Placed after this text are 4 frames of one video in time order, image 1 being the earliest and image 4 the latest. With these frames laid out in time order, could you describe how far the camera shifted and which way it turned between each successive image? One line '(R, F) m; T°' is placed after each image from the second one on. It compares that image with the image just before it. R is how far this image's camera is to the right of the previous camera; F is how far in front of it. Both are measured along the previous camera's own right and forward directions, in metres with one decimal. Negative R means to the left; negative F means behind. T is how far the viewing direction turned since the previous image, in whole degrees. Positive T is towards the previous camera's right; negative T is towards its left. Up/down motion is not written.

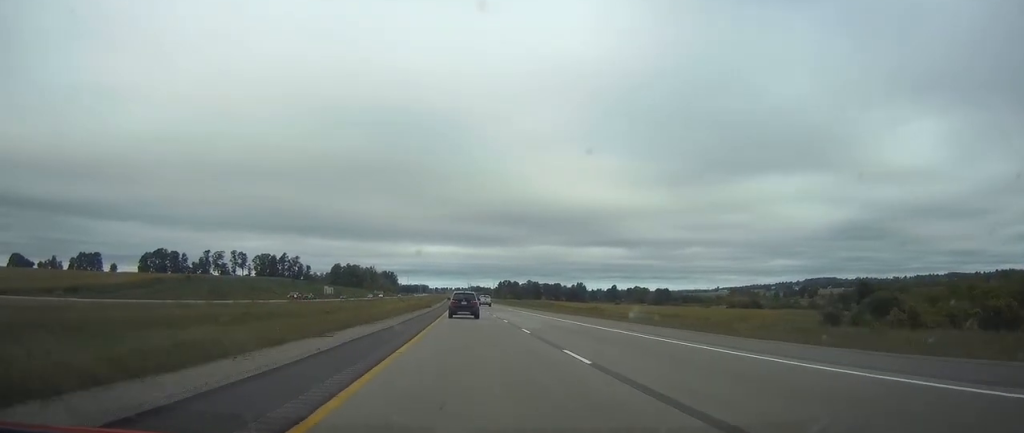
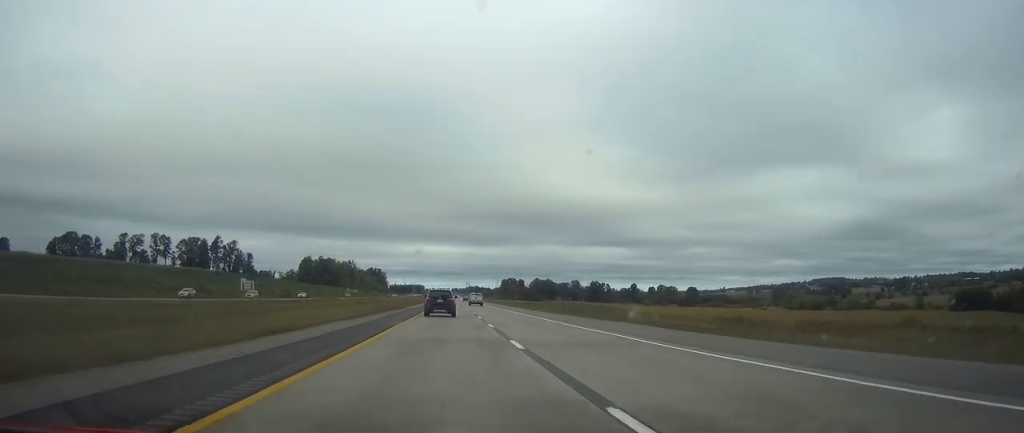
(-0.4, +105.8) m; 0°
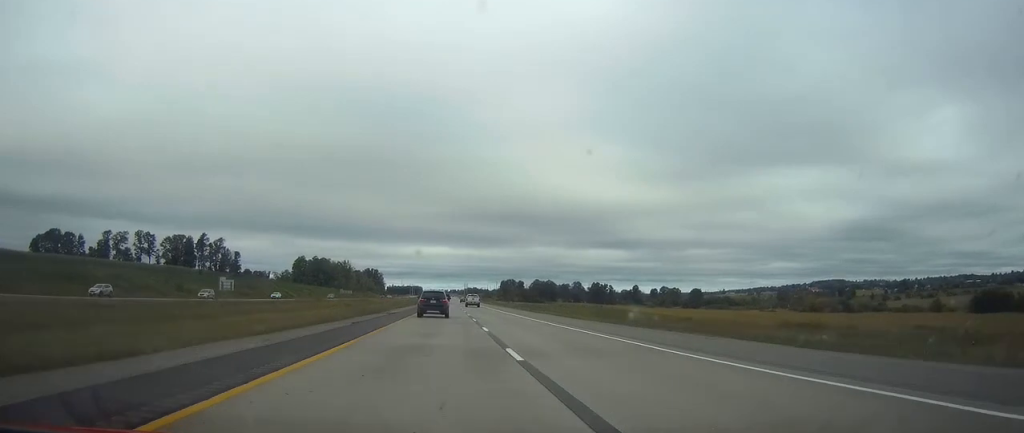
(0.0, +15.0) m; 0°
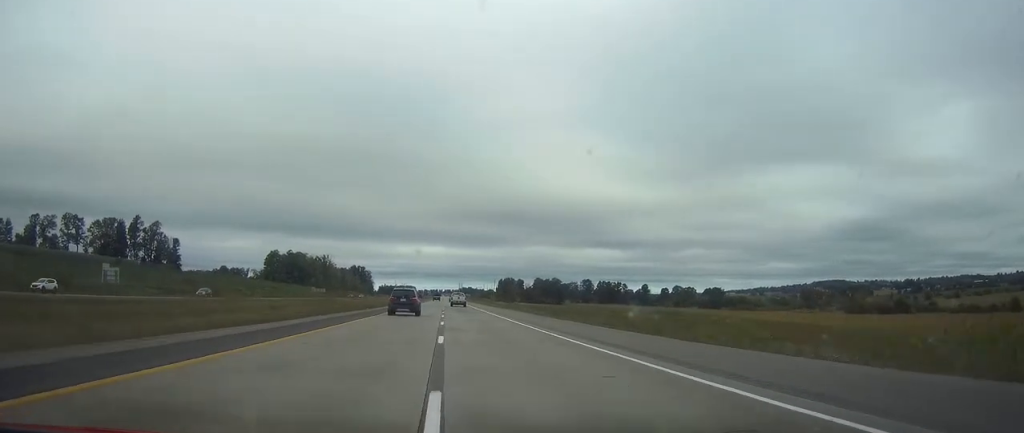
(+0.2, +56.3) m; 0°
